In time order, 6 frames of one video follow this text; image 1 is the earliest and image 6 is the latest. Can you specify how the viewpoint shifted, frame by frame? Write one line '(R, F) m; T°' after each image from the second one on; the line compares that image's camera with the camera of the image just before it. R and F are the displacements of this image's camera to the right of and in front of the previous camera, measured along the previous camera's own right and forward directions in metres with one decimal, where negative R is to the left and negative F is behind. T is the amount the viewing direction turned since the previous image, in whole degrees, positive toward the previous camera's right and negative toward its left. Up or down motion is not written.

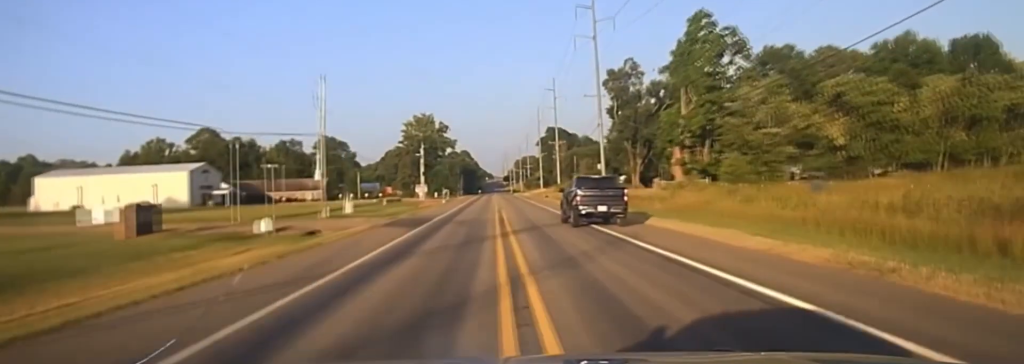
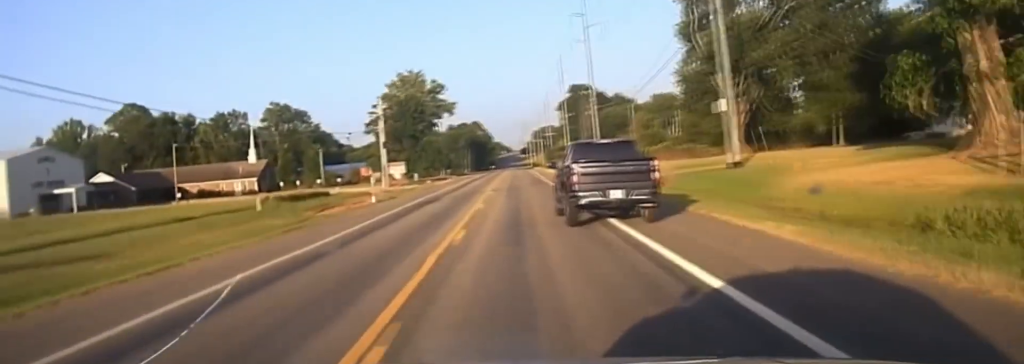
(+0.1, +59.2) m; -2°
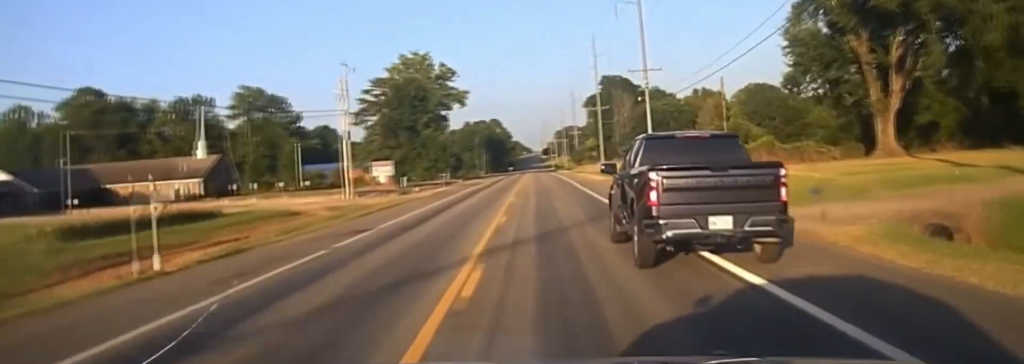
(-1.4, +33.7) m; -1°
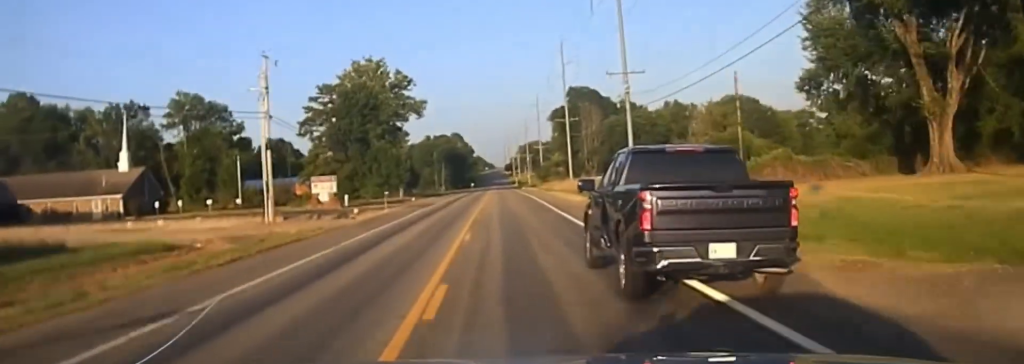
(+0.2, +12.2) m; 0°
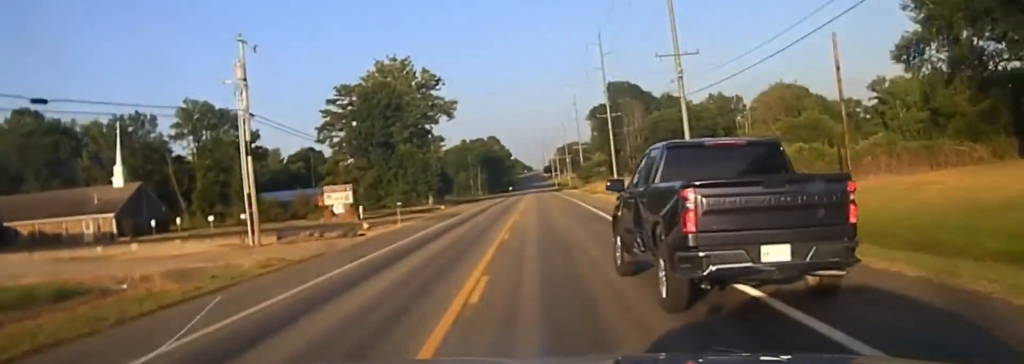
(+0.4, +10.0) m; 0°
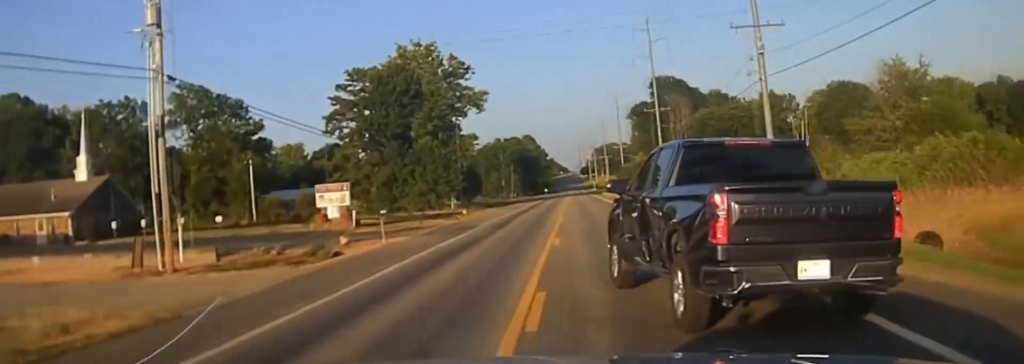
(-0.2, +15.2) m; 0°
